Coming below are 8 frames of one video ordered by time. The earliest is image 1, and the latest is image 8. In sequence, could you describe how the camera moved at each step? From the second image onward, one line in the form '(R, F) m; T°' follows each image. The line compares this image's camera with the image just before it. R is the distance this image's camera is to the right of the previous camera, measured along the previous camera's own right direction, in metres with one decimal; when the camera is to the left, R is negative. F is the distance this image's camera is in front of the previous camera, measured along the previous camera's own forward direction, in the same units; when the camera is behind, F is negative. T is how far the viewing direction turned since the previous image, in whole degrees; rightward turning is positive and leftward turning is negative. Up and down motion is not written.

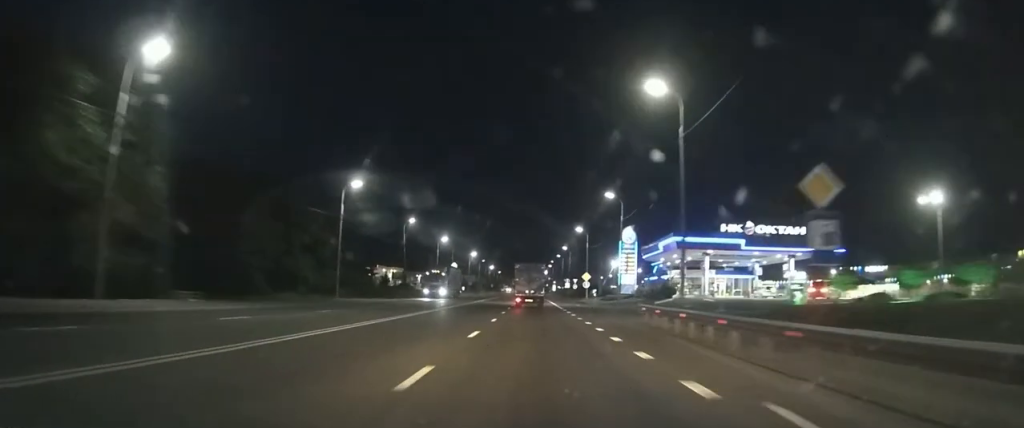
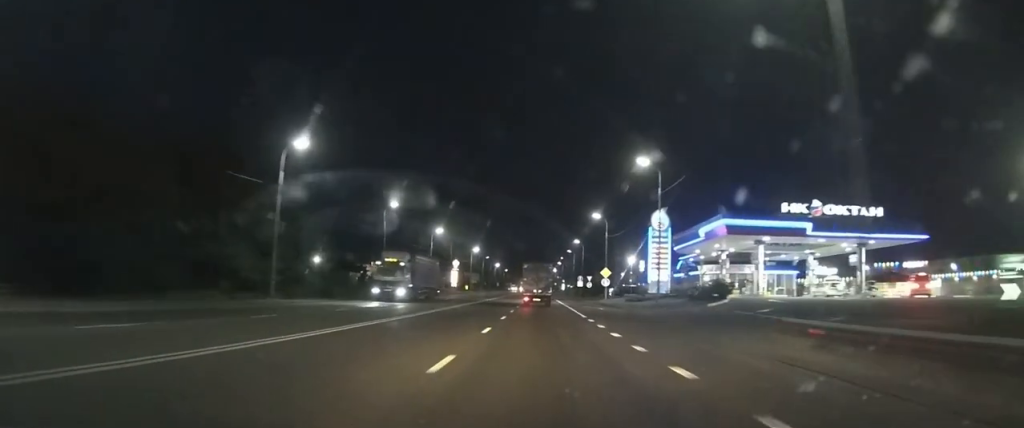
(-0.1, +12.2) m; -1°
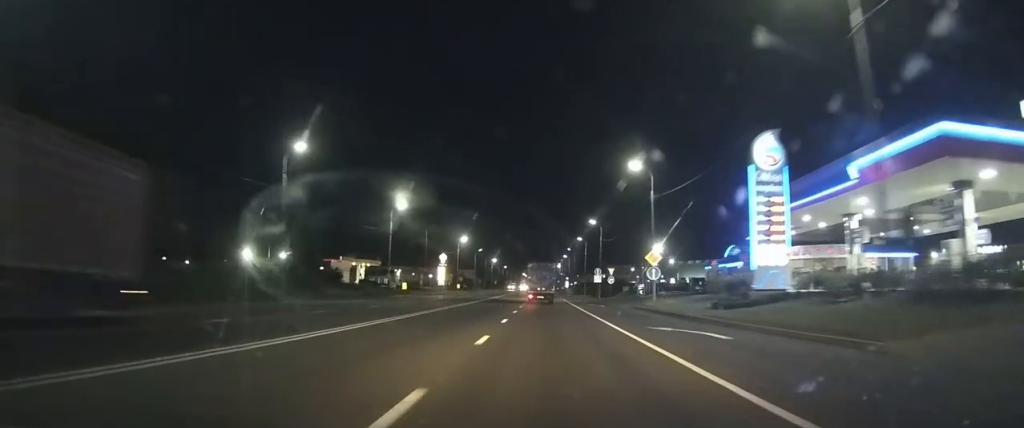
(-0.2, +21.9) m; -1°
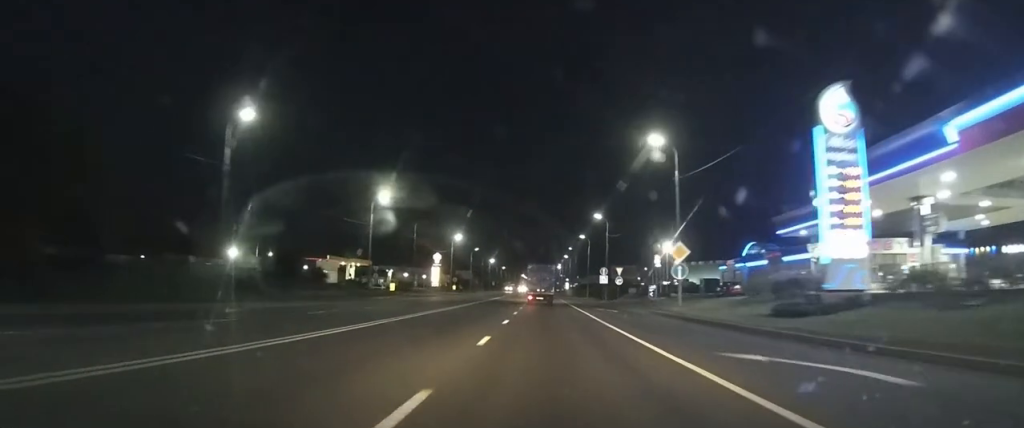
(0.0, +6.7) m; 0°
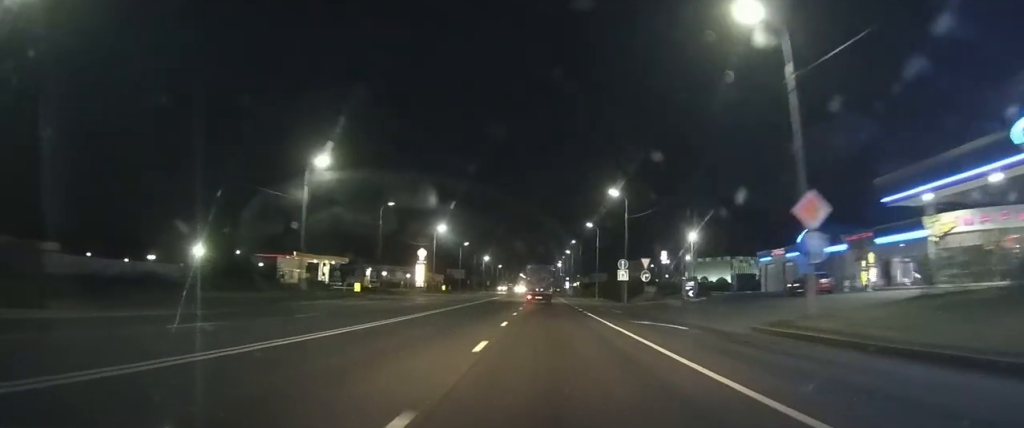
(-0.1, +15.6) m; 0°
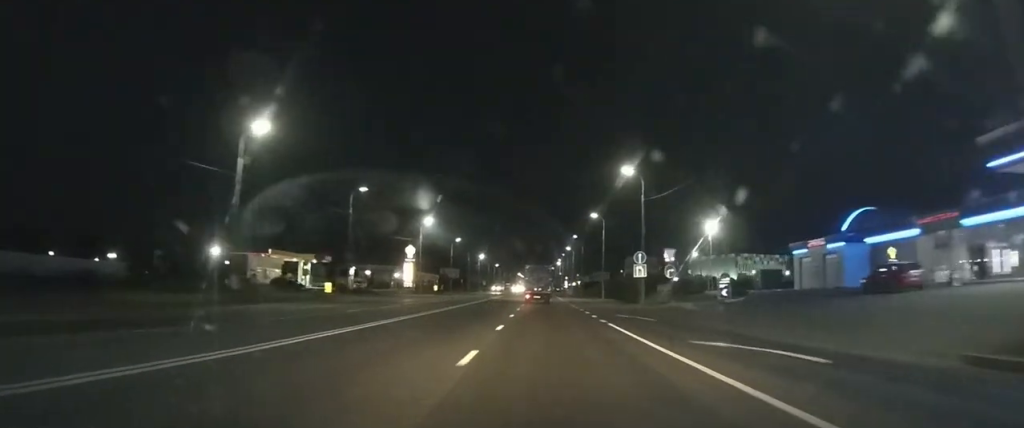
(0.0, +9.4) m; 0°
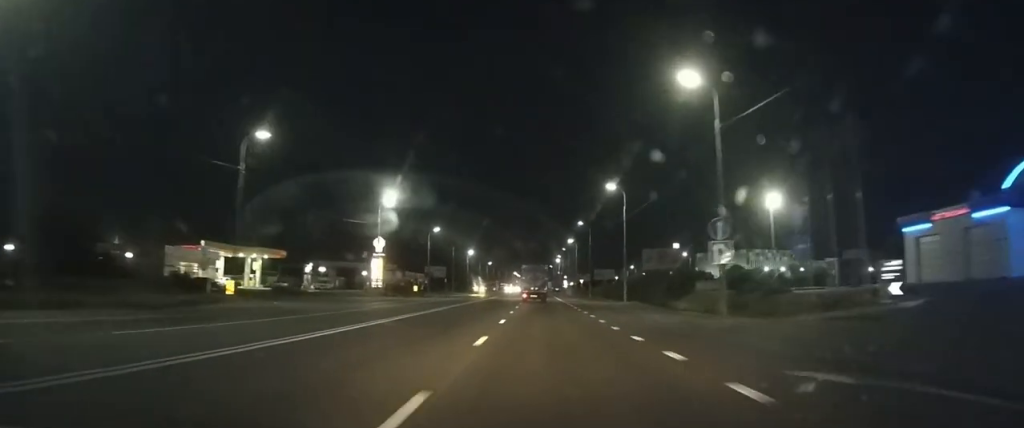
(+0.1, +20.3) m; +1°
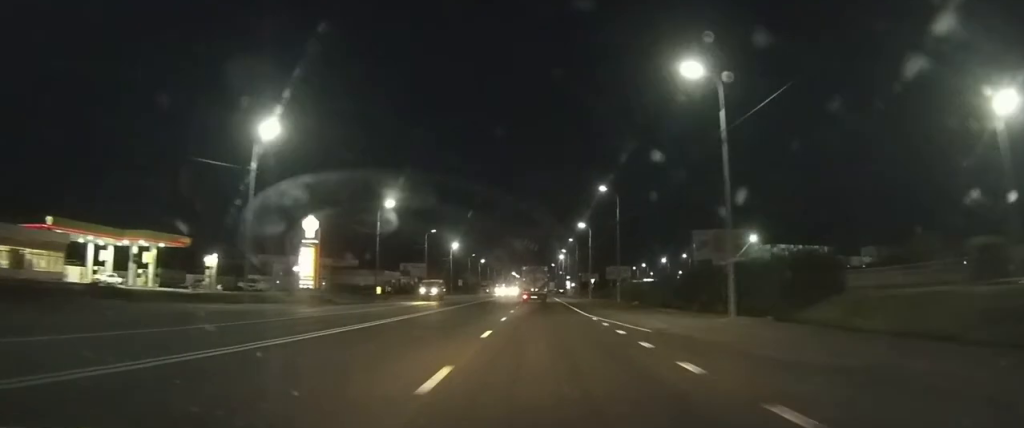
(+0.1, +29.7) m; -1°
